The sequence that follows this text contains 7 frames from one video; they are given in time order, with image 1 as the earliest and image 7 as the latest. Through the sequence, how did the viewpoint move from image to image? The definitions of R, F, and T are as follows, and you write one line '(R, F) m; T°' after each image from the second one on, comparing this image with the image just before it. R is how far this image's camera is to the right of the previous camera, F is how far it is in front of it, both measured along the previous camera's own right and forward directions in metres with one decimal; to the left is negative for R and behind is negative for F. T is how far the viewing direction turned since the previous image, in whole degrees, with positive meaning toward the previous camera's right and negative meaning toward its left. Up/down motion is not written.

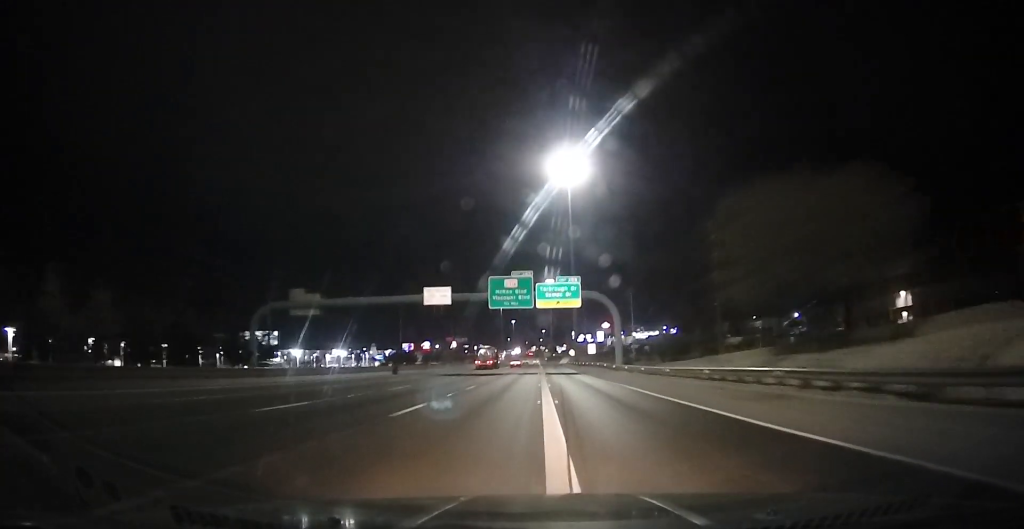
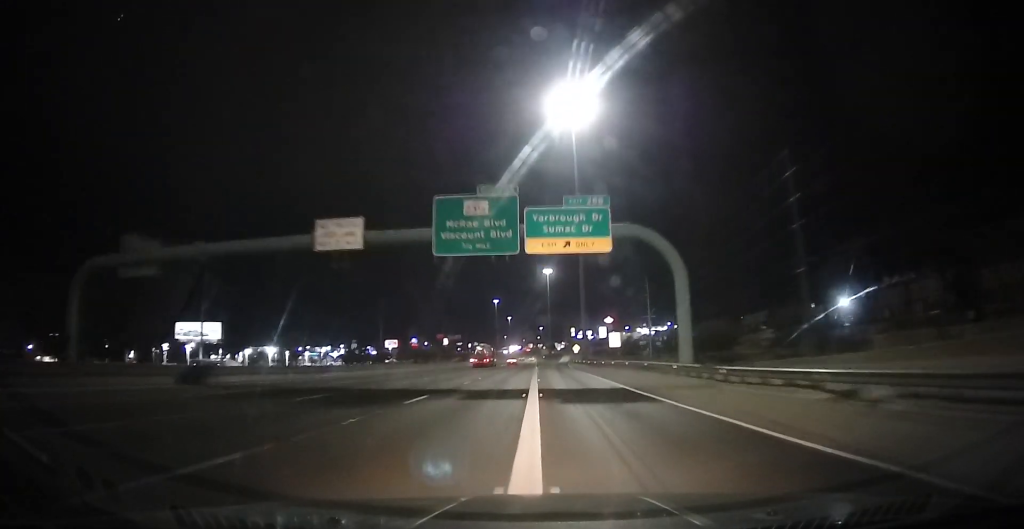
(+0.3, +34.1) m; +1°
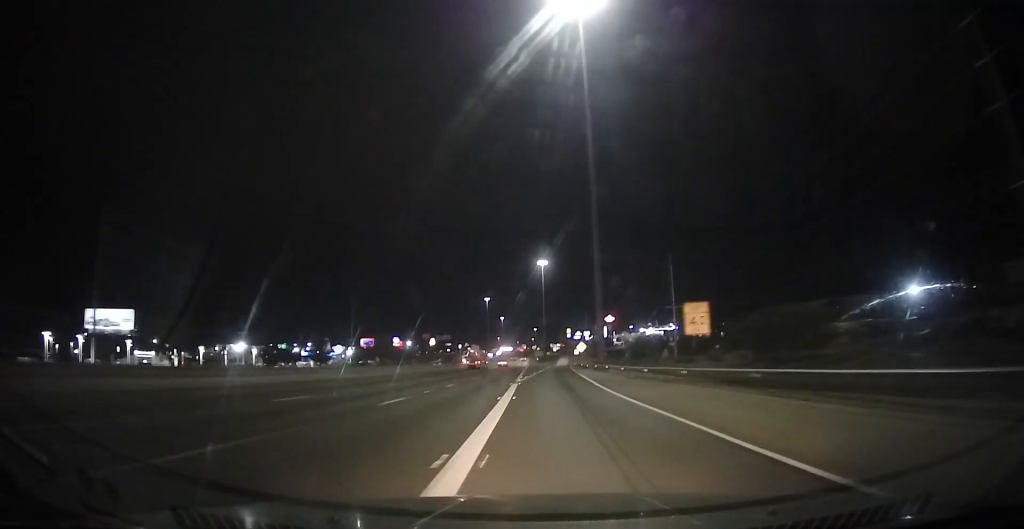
(+0.1, +35.9) m; +1°
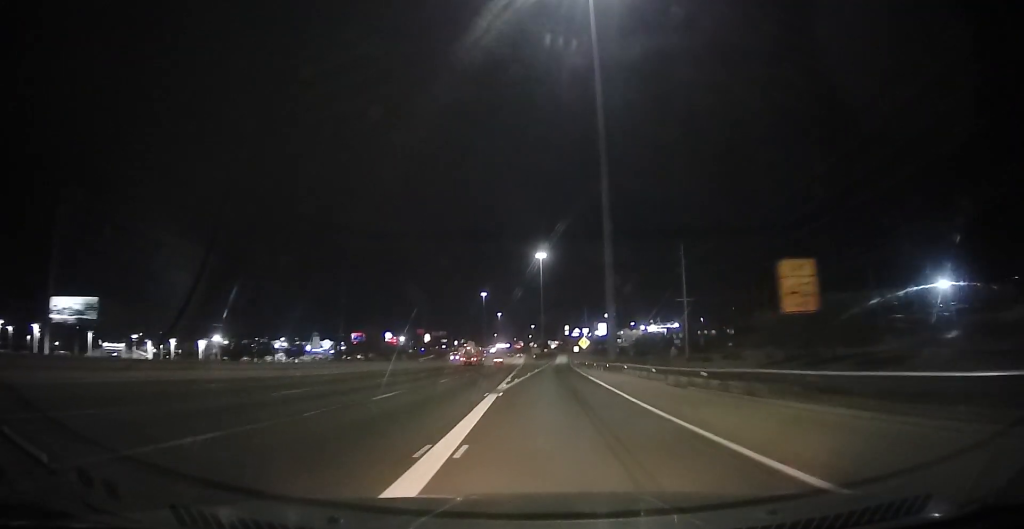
(0.0, +11.7) m; 0°
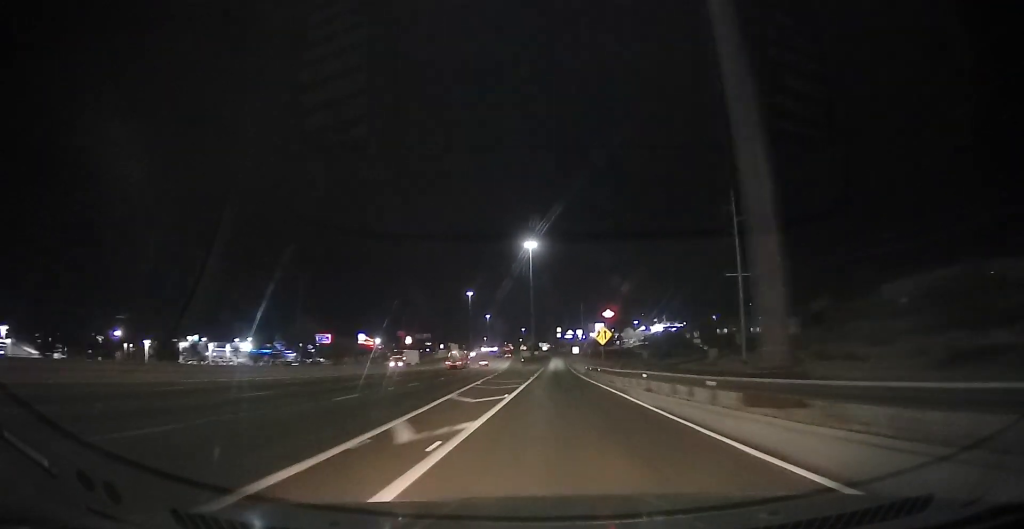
(+0.2, +36.0) m; 0°
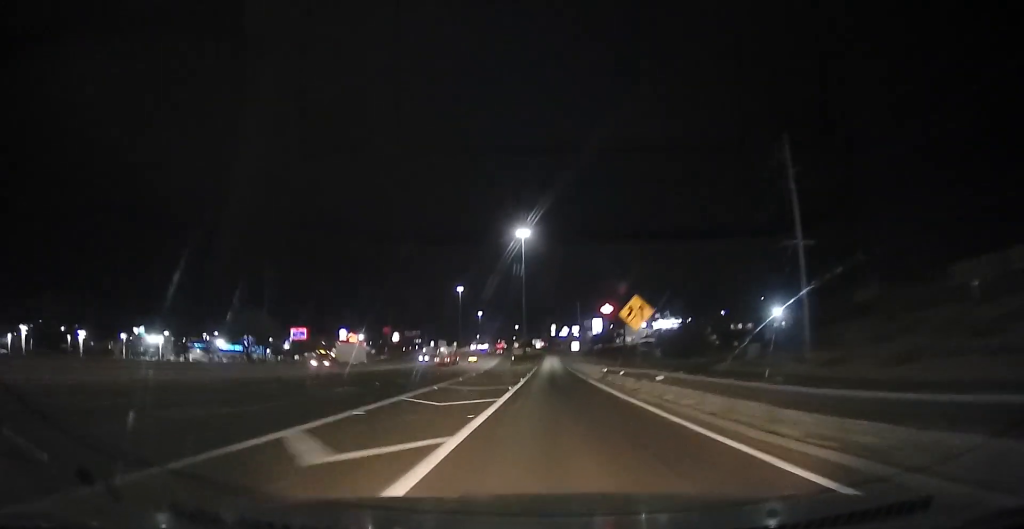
(-0.3, +20.7) m; +1°
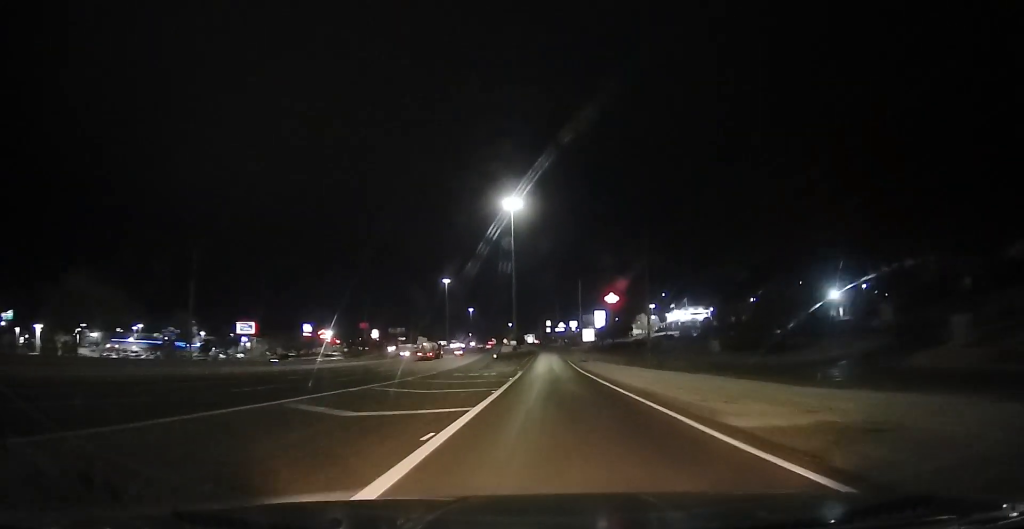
(+0.8, +40.4) m; 0°
